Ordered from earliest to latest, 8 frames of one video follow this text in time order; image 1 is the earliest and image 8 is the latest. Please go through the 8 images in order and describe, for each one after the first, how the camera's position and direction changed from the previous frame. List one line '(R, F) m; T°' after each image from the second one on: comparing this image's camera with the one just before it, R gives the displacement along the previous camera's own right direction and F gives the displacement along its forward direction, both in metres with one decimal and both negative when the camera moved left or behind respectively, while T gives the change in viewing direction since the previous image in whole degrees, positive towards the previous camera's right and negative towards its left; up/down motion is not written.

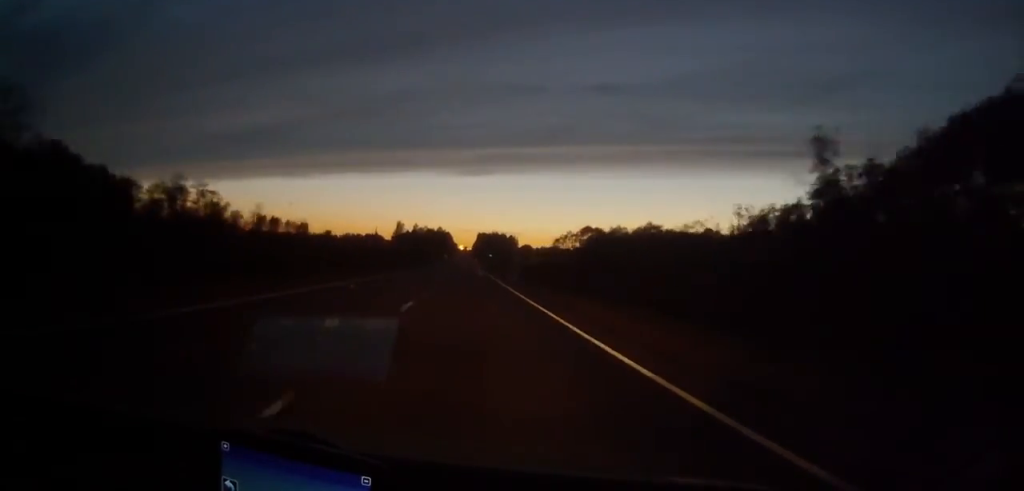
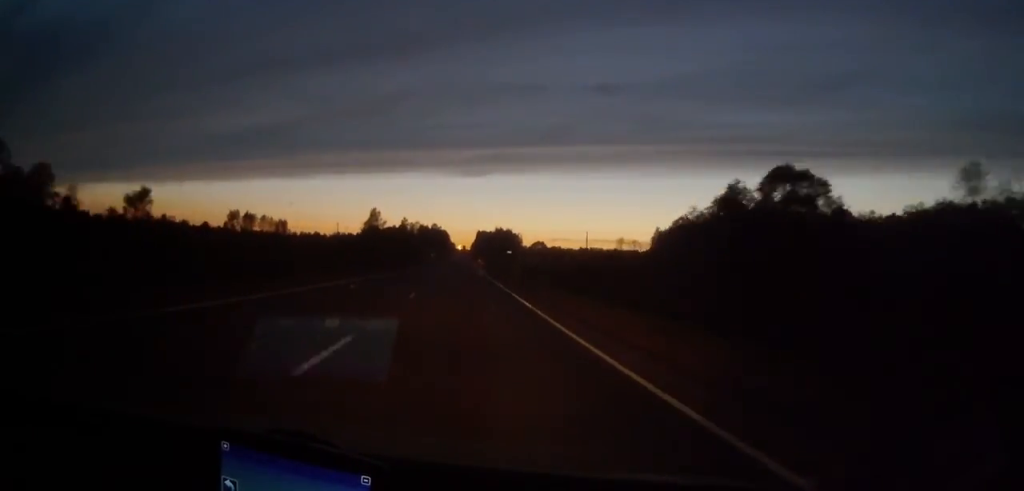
(-0.2, +69.9) m; 0°
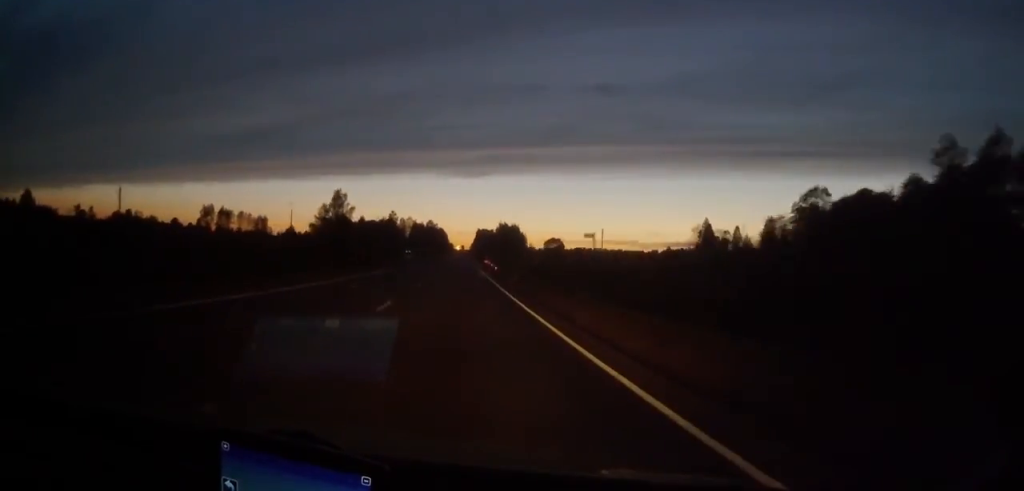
(+0.2, +52.9) m; 0°
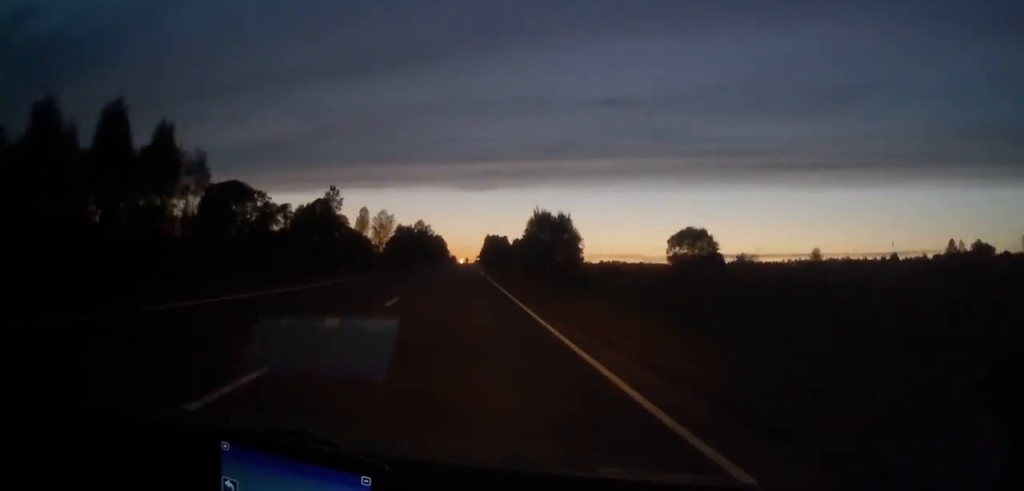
(-0.1, +147.1) m; 0°
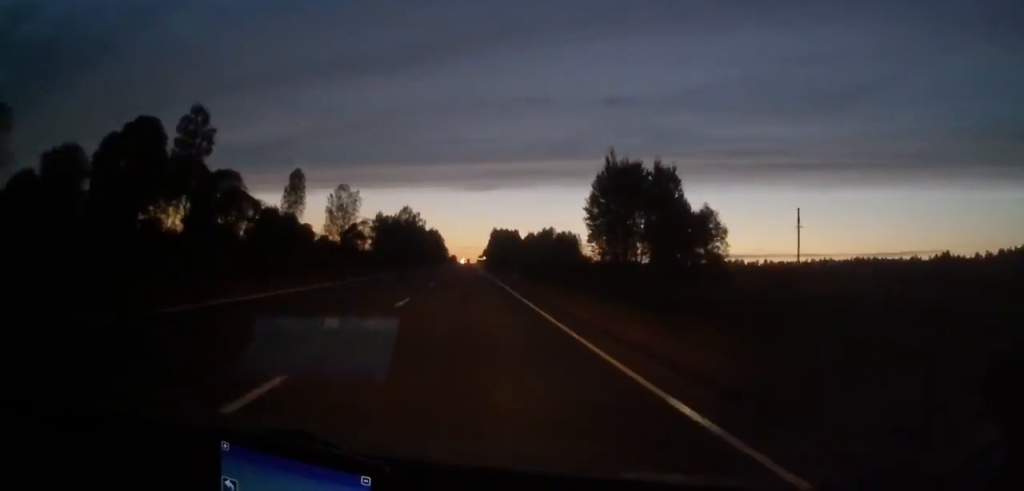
(-0.1, +88.0) m; 0°
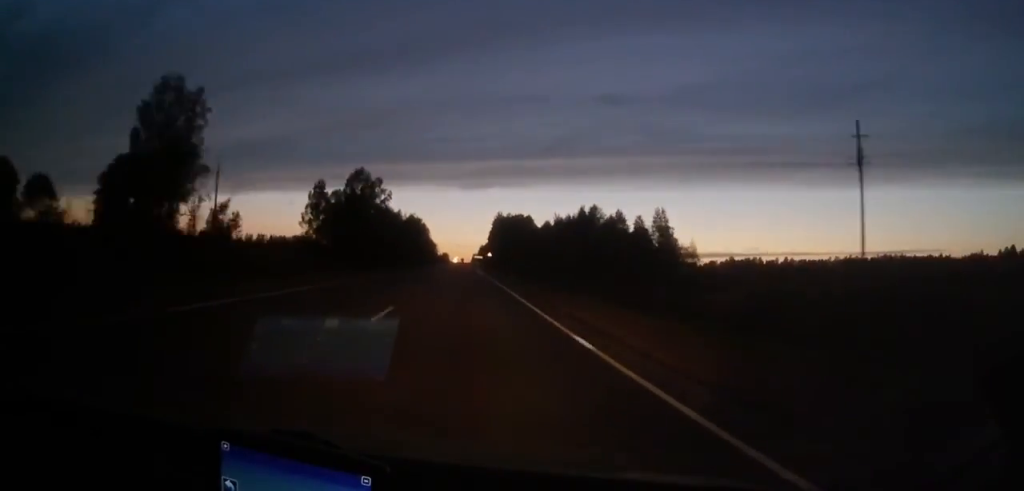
(+0.2, +102.7) m; 0°
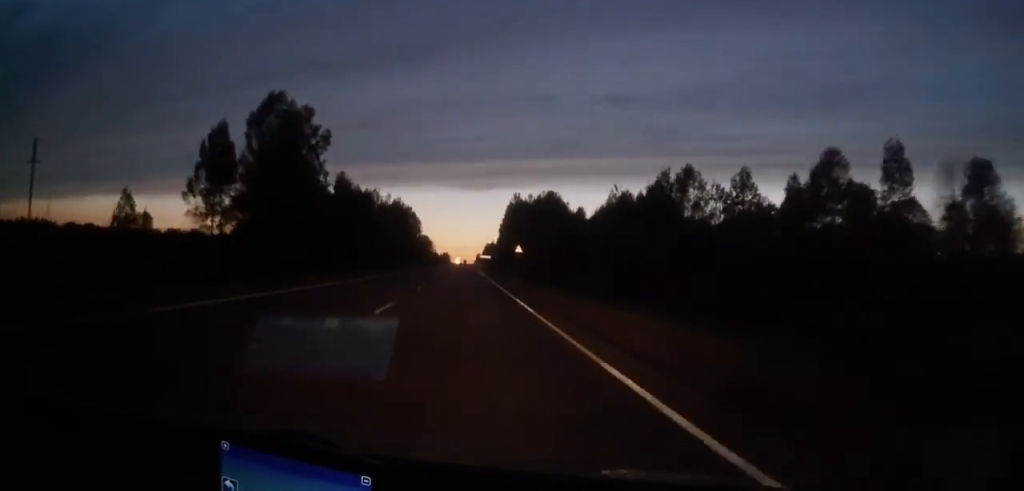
(+0.1, +72.0) m; 0°
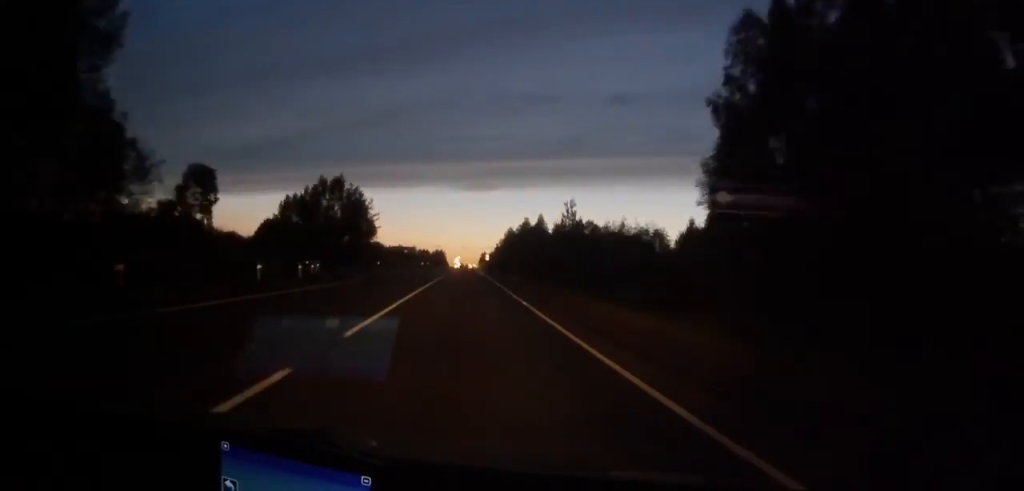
(-1.3, +203.4) m; -1°
